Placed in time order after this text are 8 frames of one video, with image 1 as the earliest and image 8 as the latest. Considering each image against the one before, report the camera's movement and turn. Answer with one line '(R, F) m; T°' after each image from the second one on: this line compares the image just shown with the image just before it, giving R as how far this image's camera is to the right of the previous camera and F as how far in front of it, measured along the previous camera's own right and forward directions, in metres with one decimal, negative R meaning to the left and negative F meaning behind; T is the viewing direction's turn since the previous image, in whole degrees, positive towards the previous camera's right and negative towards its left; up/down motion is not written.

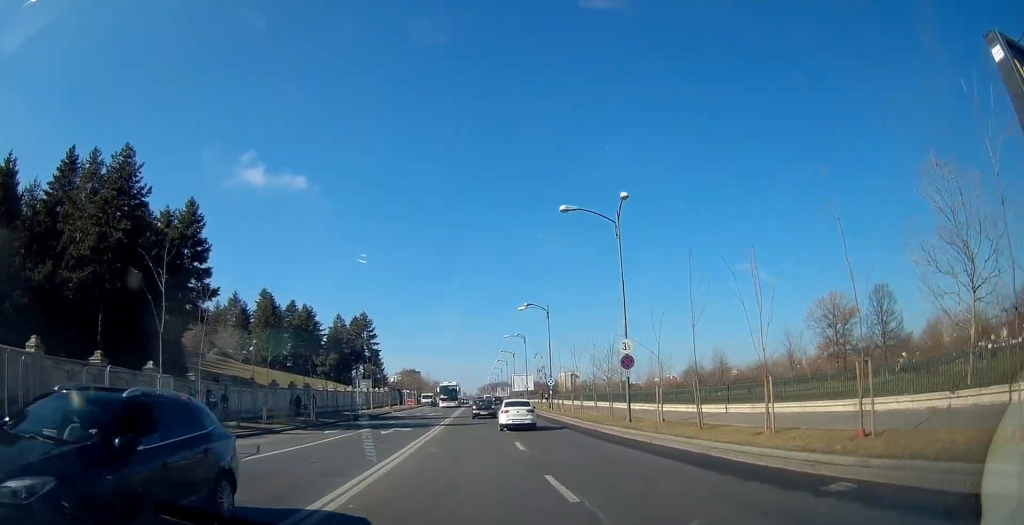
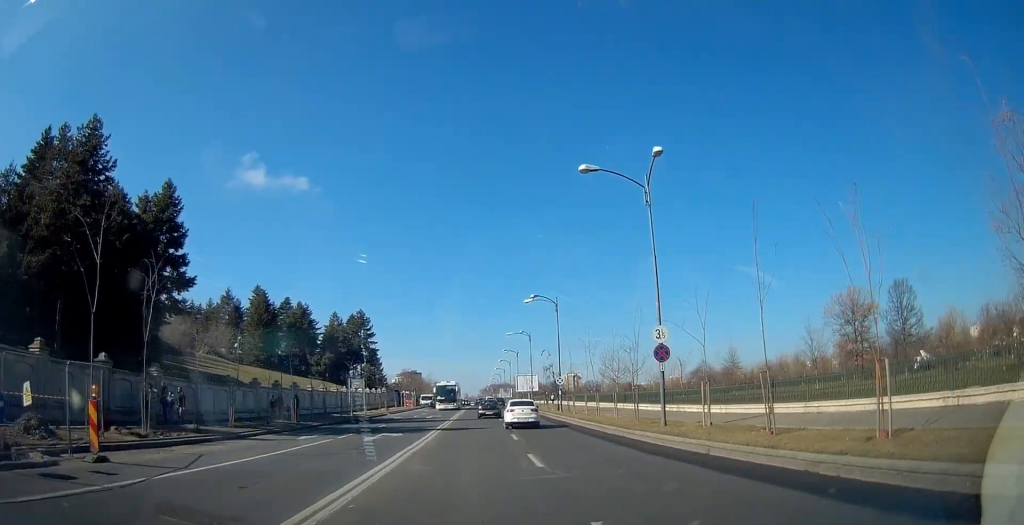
(-0.2, +5.0) m; -1°
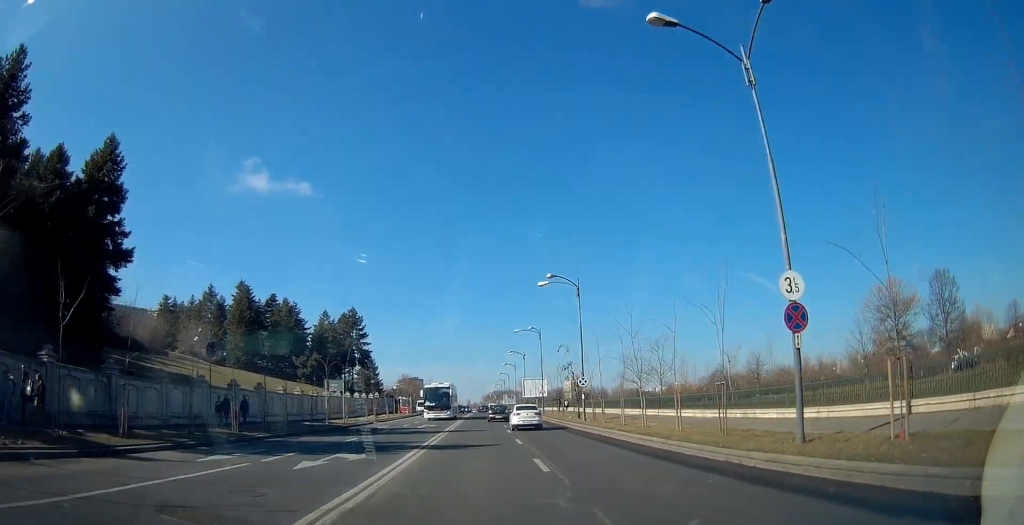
(-0.2, +10.1) m; -1°
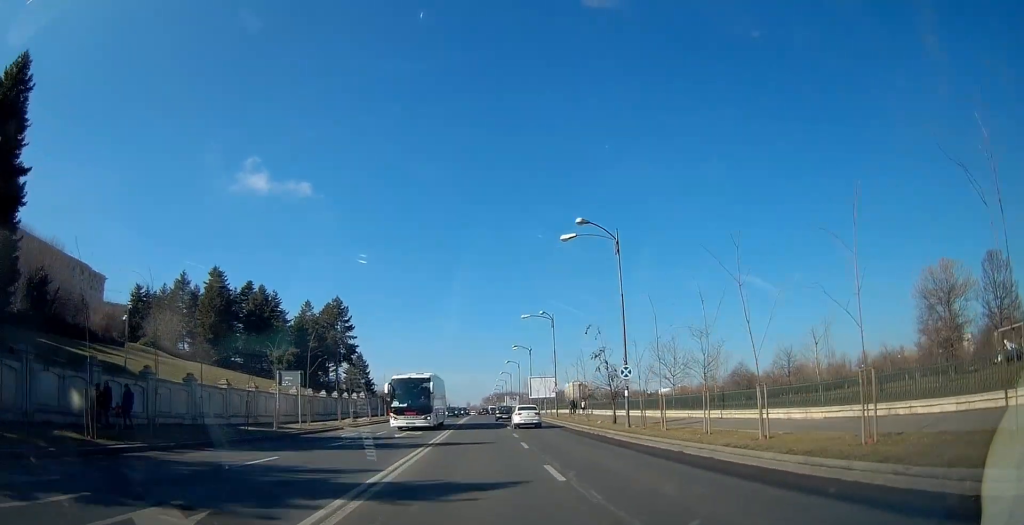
(+0.1, +11.8) m; +2°
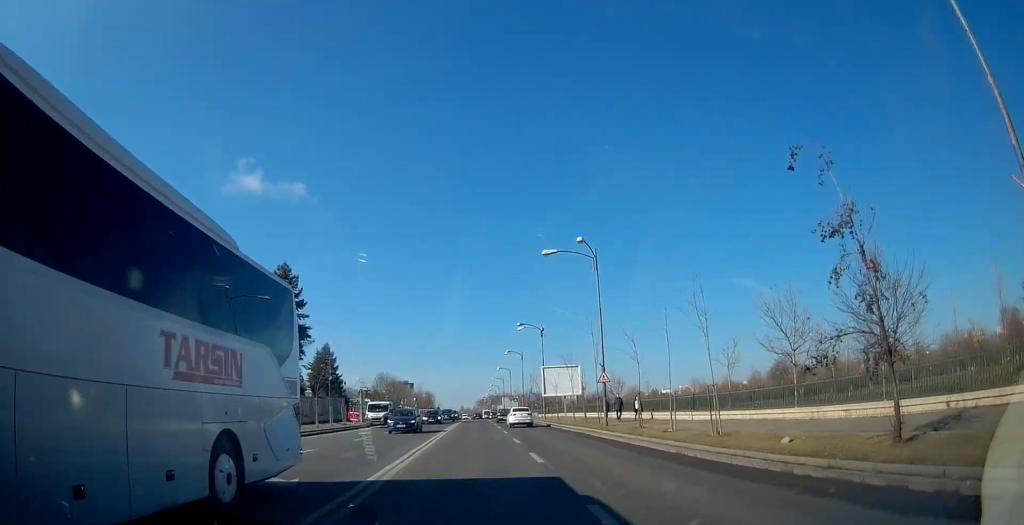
(+0.4, +22.6) m; -1°
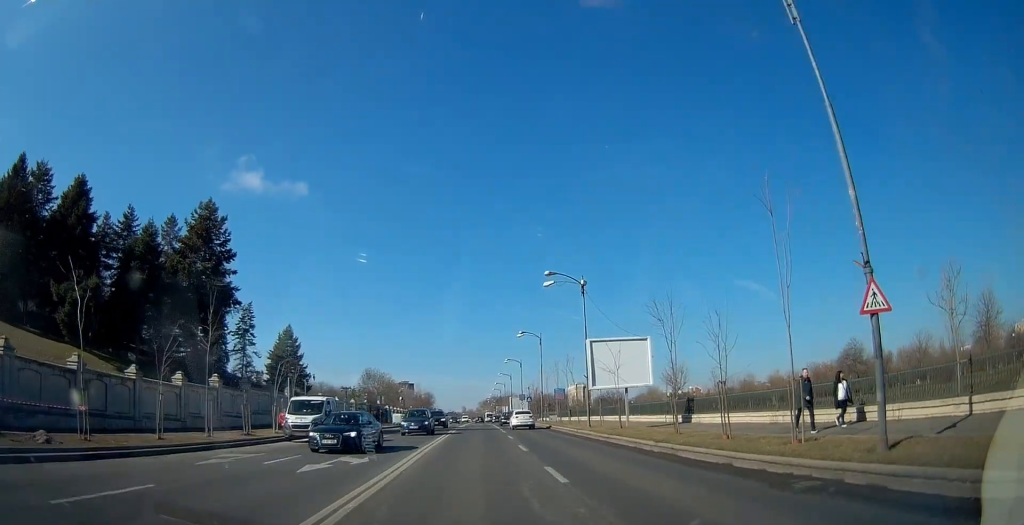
(-0.7, +21.4) m; -1°
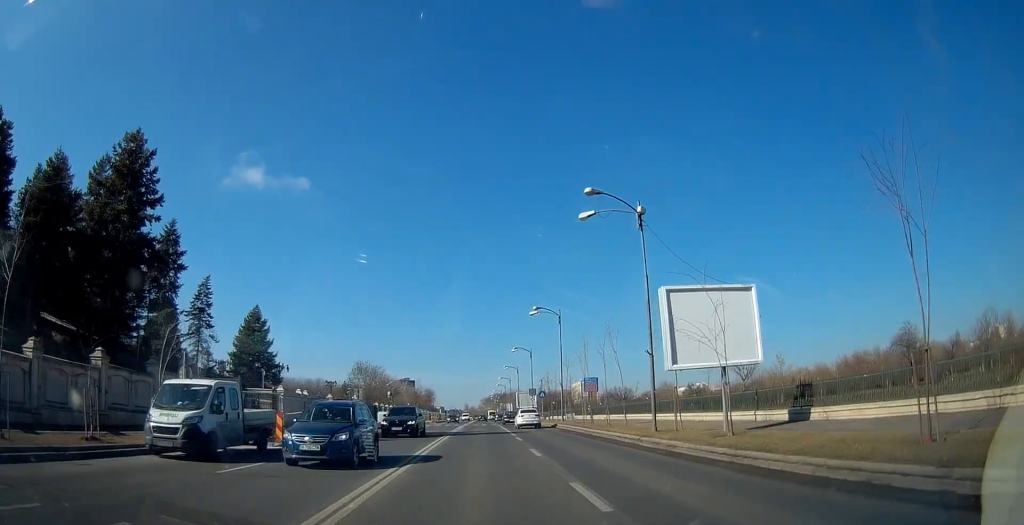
(+0.3, +12.6) m; 0°
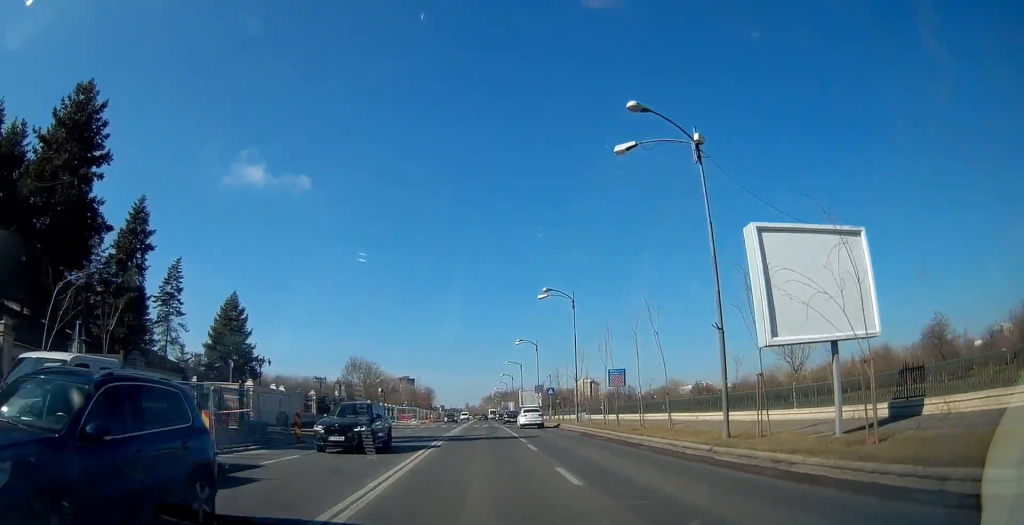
(+0.1, +6.6) m; 0°
